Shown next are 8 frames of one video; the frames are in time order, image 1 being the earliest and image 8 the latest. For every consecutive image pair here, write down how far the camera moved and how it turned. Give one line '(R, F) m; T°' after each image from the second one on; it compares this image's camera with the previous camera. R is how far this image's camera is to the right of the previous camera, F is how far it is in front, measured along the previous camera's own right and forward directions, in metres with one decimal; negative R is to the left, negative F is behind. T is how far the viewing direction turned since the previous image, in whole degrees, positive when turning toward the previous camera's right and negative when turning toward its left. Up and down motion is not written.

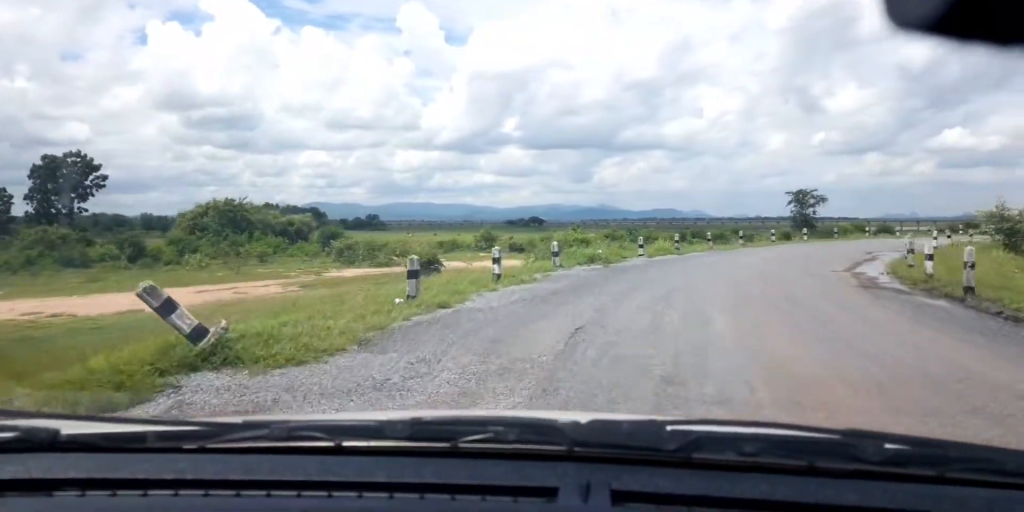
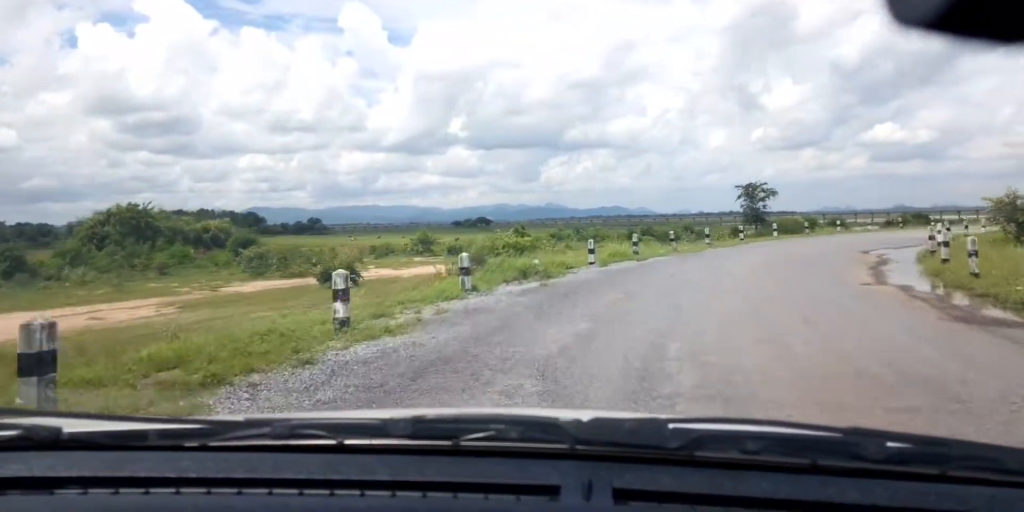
(-0.4, +6.3) m; 0°
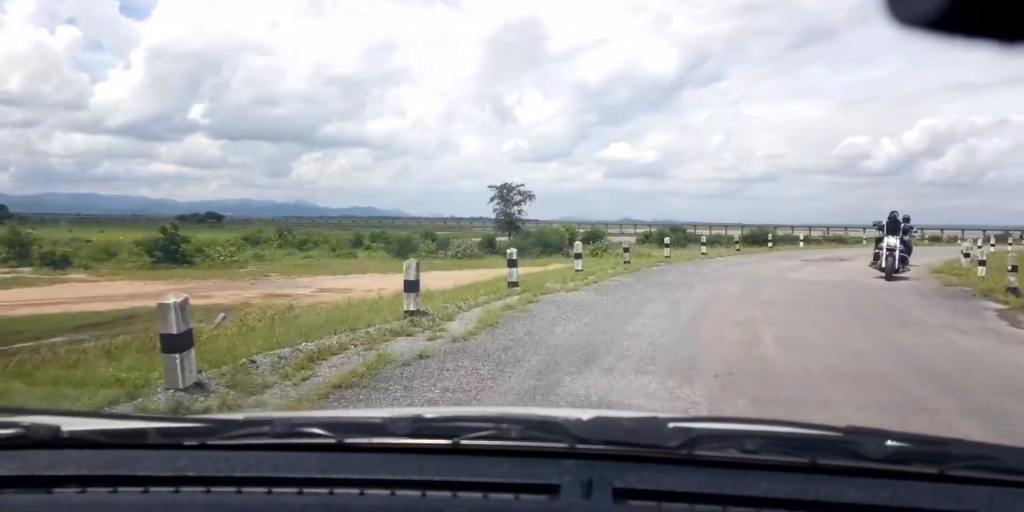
(+4.0, +23.9) m; +18°
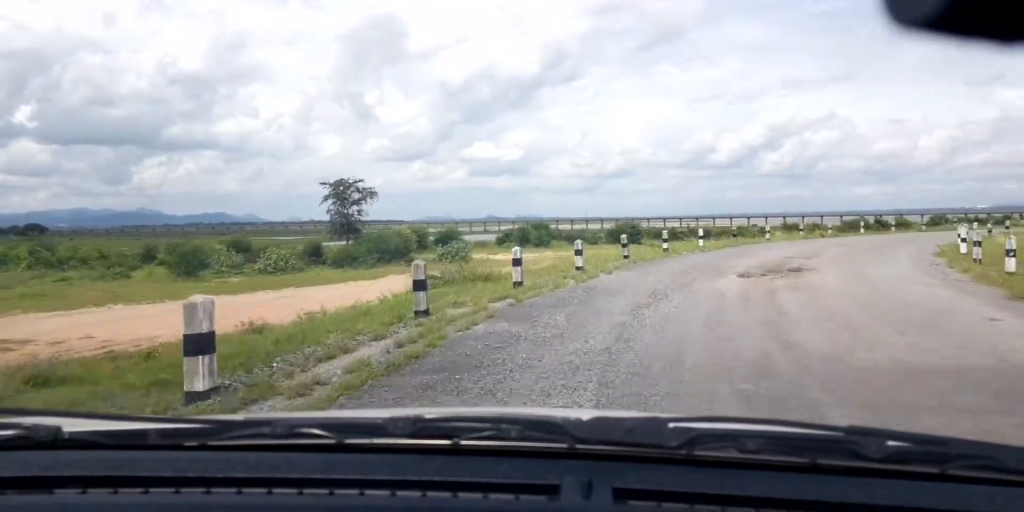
(+1.1, +13.5) m; +7°
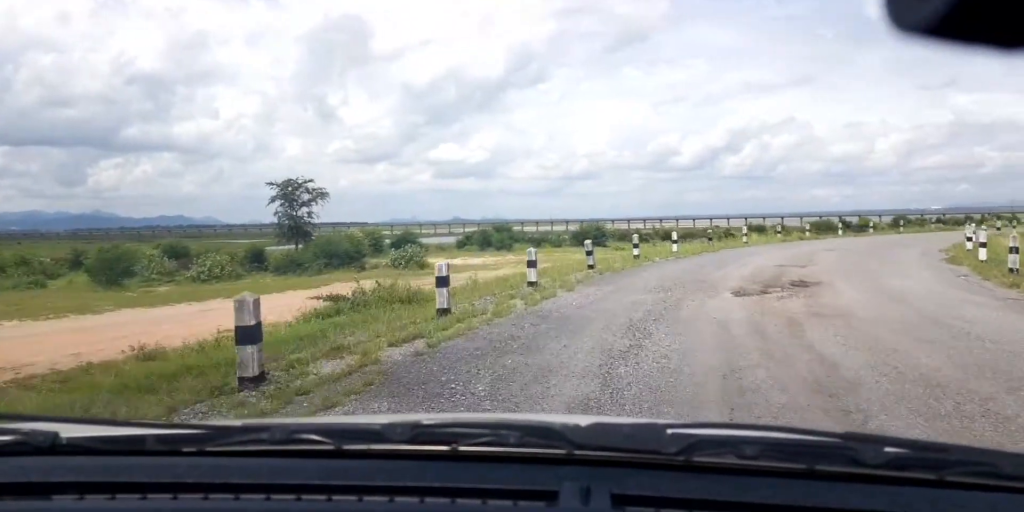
(-0.1, +4.2) m; +2°
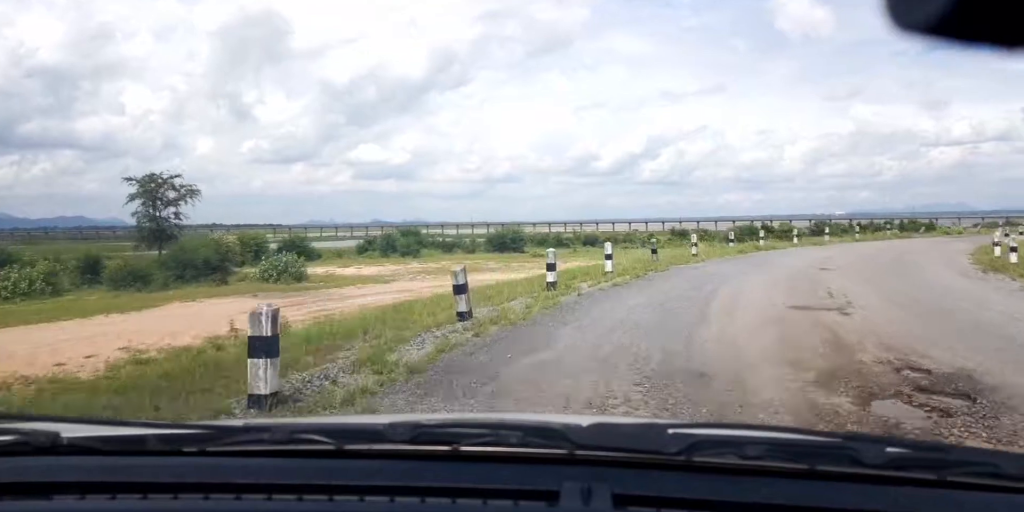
(+0.6, +9.2) m; +9°
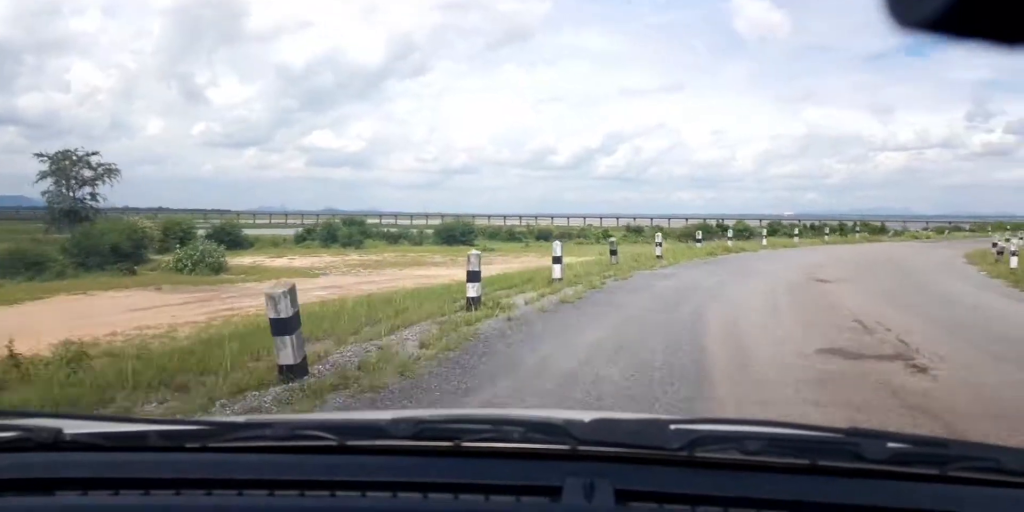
(+0.2, +4.5) m; +4°
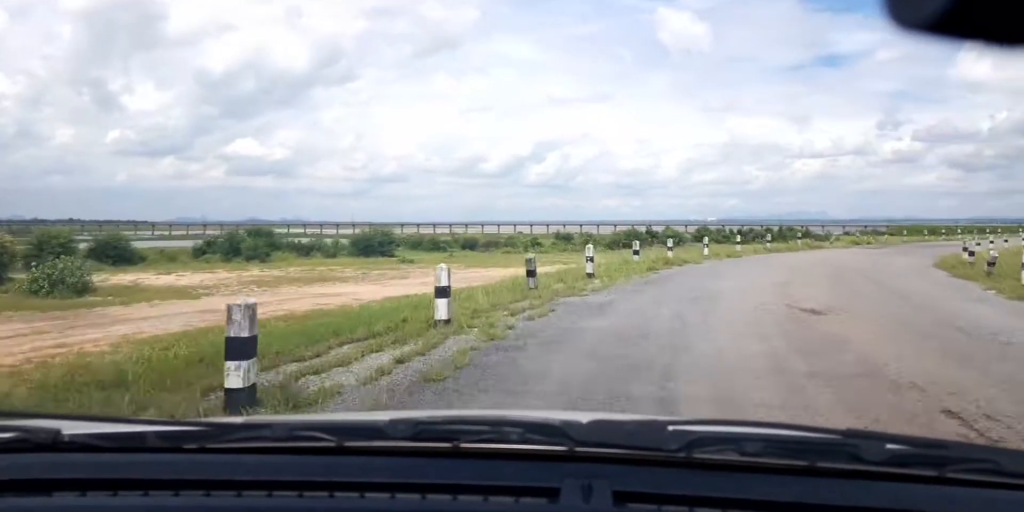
(+0.1, +4.5) m; +3°
